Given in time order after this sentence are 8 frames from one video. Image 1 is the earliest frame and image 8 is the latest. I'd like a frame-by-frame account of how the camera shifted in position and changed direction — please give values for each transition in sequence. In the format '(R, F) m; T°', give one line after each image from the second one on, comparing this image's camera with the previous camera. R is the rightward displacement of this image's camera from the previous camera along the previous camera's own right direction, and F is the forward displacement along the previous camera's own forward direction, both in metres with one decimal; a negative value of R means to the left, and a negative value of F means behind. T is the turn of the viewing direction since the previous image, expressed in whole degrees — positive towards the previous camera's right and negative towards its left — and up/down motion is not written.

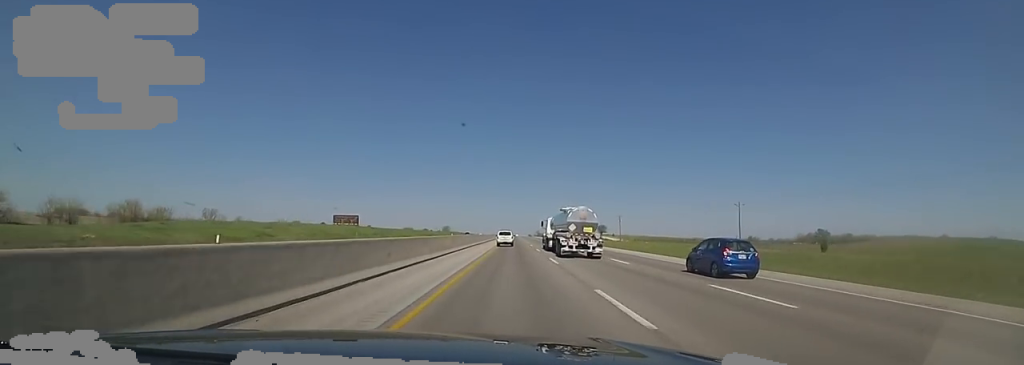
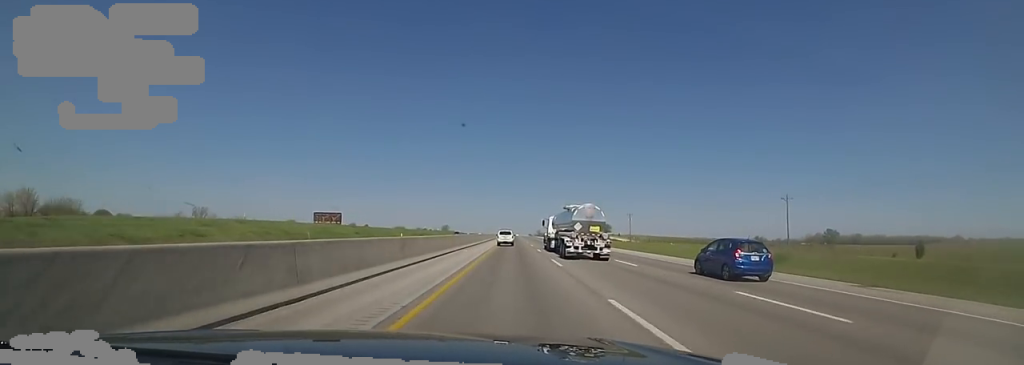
(+0.5, +17.2) m; 0°
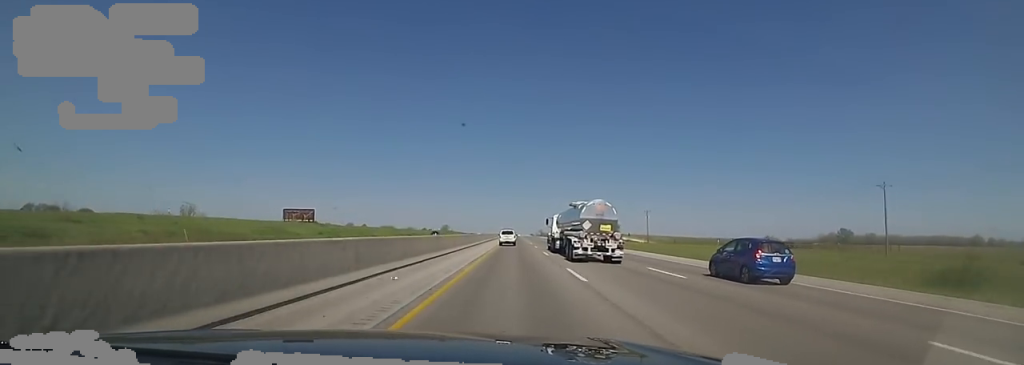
(-1.0, +22.1) m; -1°
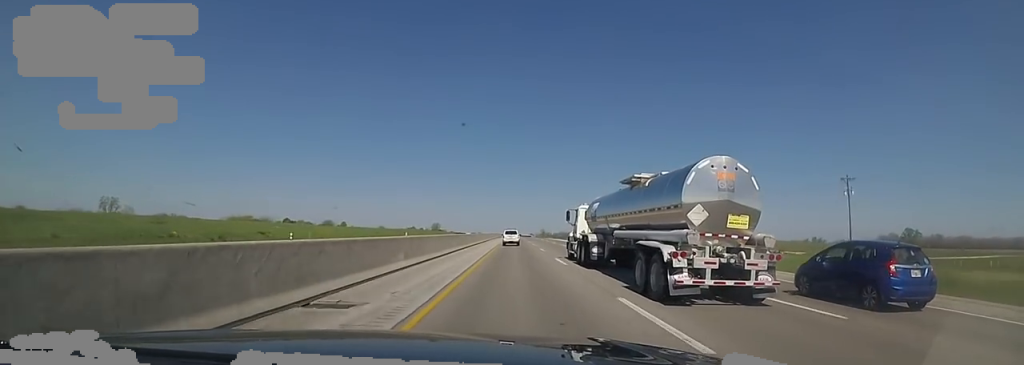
(-0.8, +100.0) m; -1°
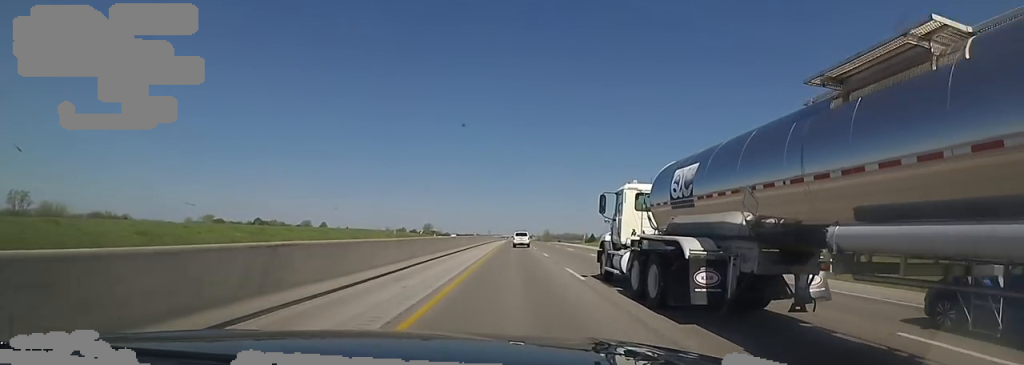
(+0.4, +82.8) m; 0°
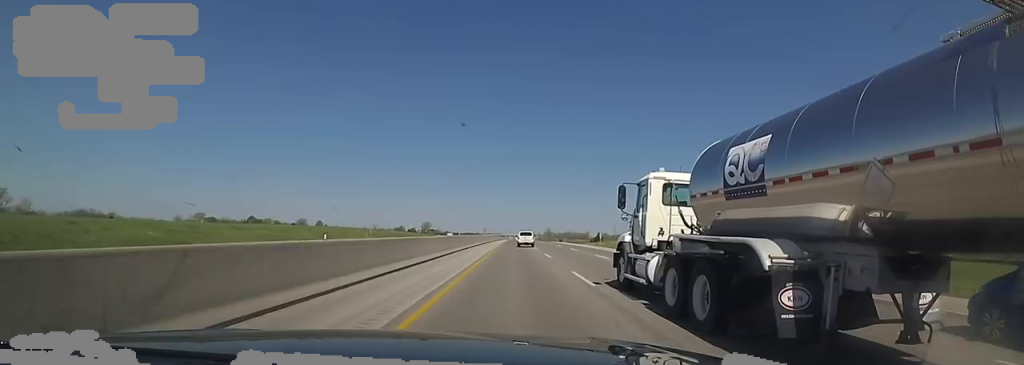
(0.0, +17.1) m; 0°
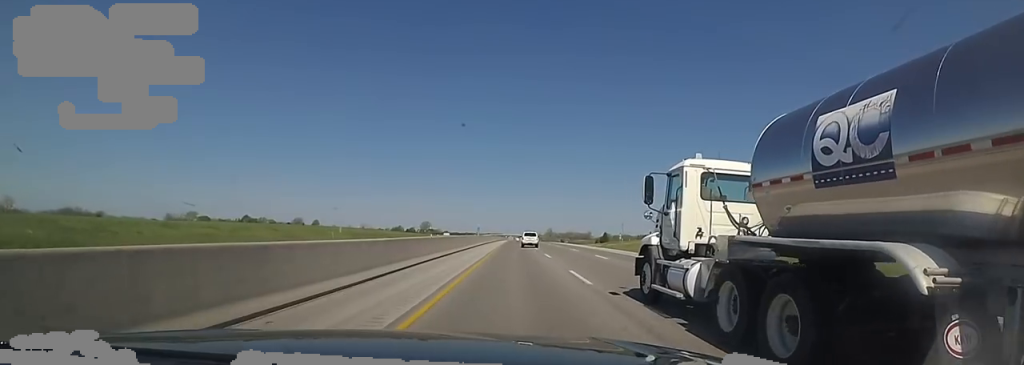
(-0.2, +14.7) m; 0°
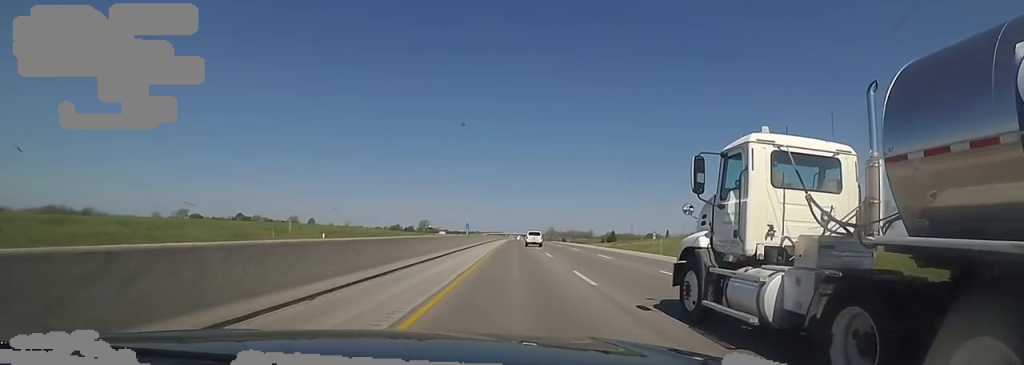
(-0.2, +15.9) m; 0°
